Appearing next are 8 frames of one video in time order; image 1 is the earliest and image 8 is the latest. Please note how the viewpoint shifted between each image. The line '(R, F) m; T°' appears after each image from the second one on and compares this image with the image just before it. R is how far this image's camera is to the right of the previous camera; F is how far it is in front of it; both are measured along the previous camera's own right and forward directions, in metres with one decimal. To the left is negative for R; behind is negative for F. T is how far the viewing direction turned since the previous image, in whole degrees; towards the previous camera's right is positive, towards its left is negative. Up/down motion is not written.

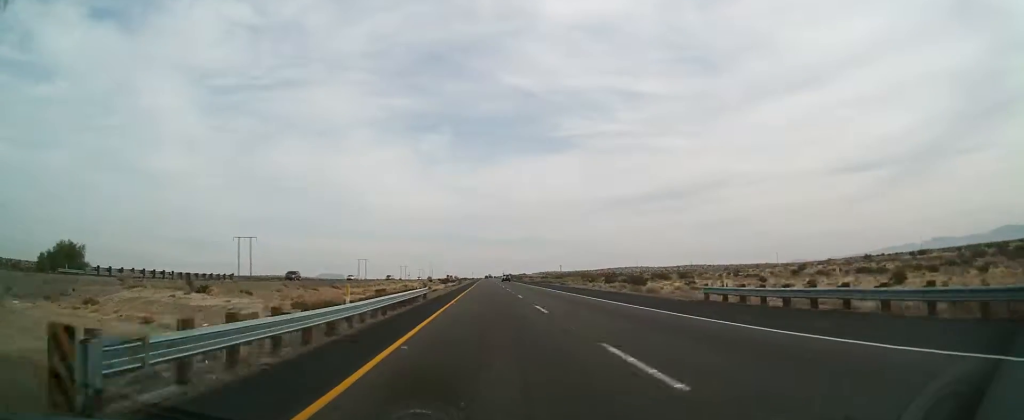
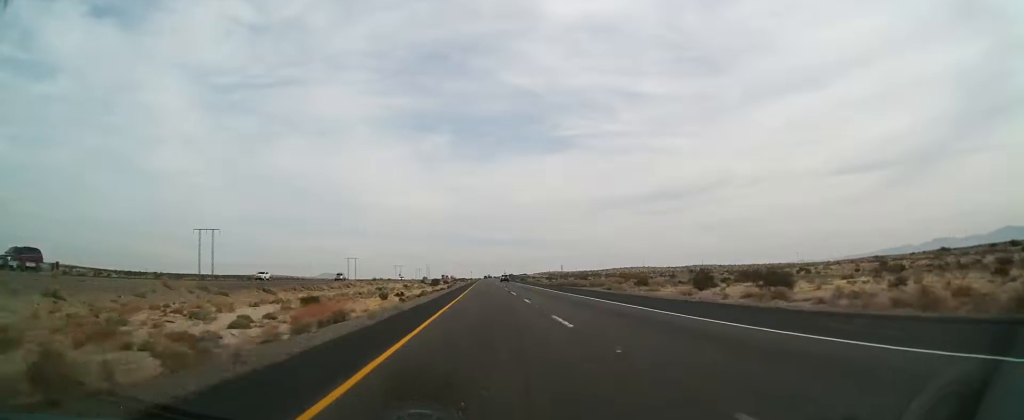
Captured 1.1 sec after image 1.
(+0.4, +34.9) m; 0°
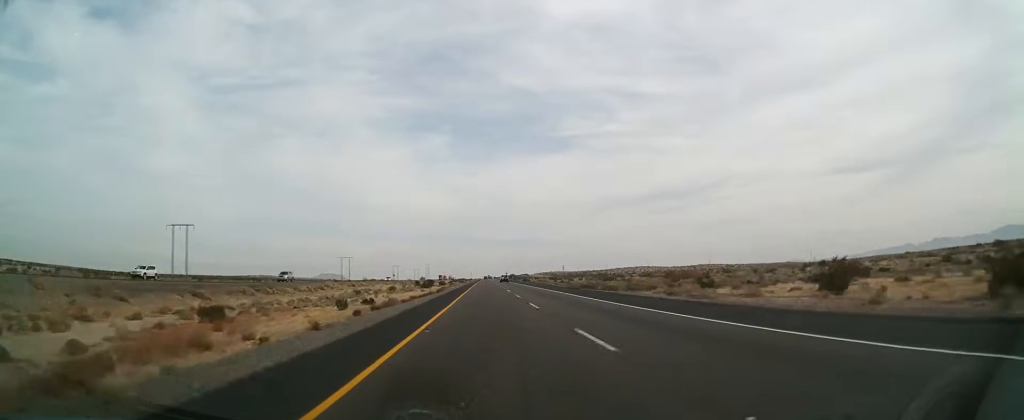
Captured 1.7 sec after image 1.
(-0.3, +19.6) m; -1°
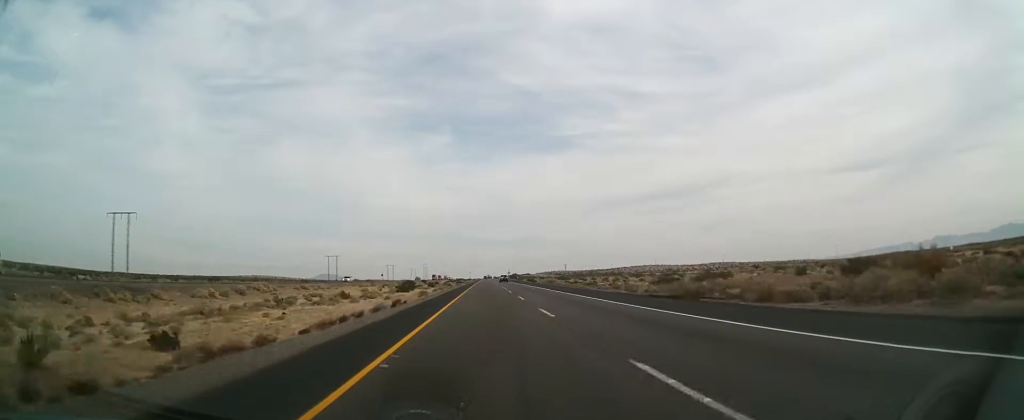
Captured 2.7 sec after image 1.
(-0.2, +34.9) m; -1°
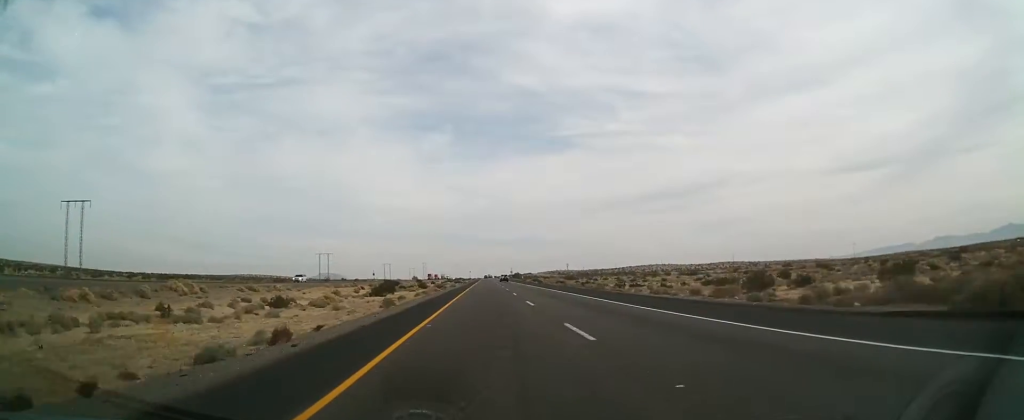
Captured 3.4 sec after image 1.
(-0.1, +21.7) m; 0°
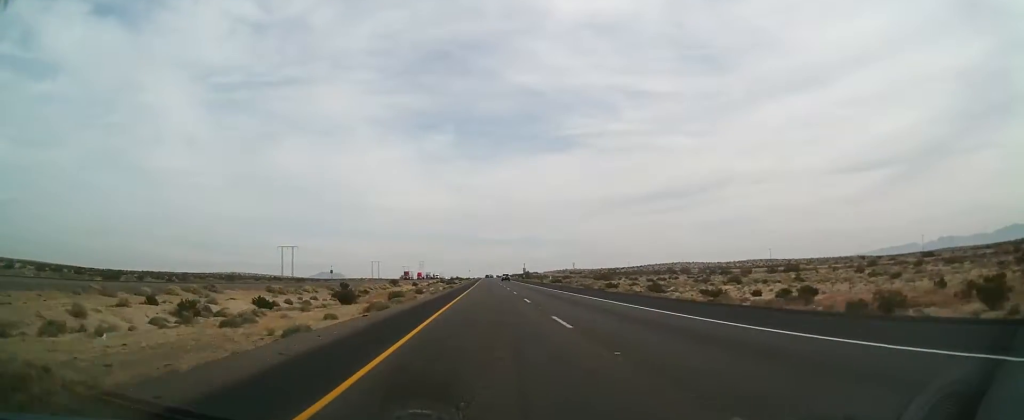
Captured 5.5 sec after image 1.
(+0.6, +69.1) m; 0°
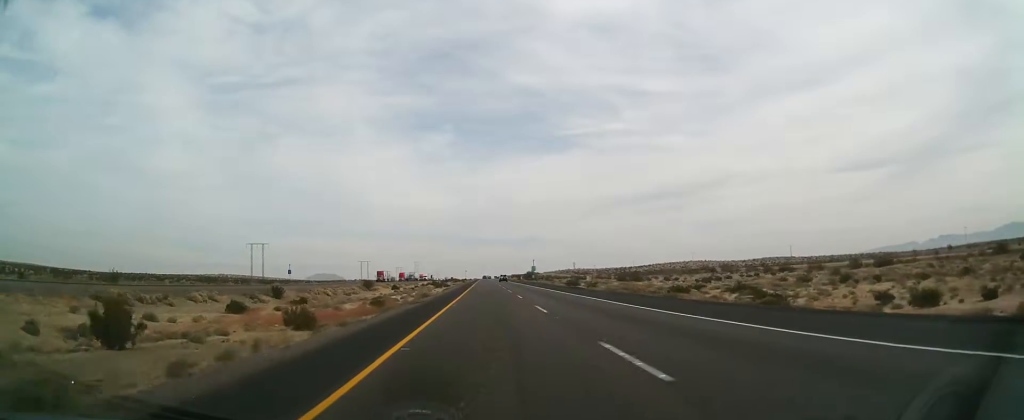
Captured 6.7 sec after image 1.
(-0.2, +36.9) m; 0°
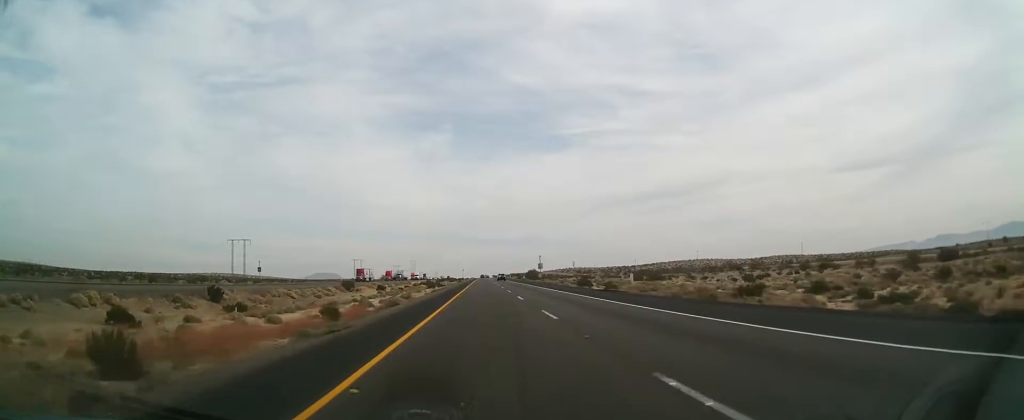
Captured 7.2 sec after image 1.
(0.0, +18.6) m; 0°
